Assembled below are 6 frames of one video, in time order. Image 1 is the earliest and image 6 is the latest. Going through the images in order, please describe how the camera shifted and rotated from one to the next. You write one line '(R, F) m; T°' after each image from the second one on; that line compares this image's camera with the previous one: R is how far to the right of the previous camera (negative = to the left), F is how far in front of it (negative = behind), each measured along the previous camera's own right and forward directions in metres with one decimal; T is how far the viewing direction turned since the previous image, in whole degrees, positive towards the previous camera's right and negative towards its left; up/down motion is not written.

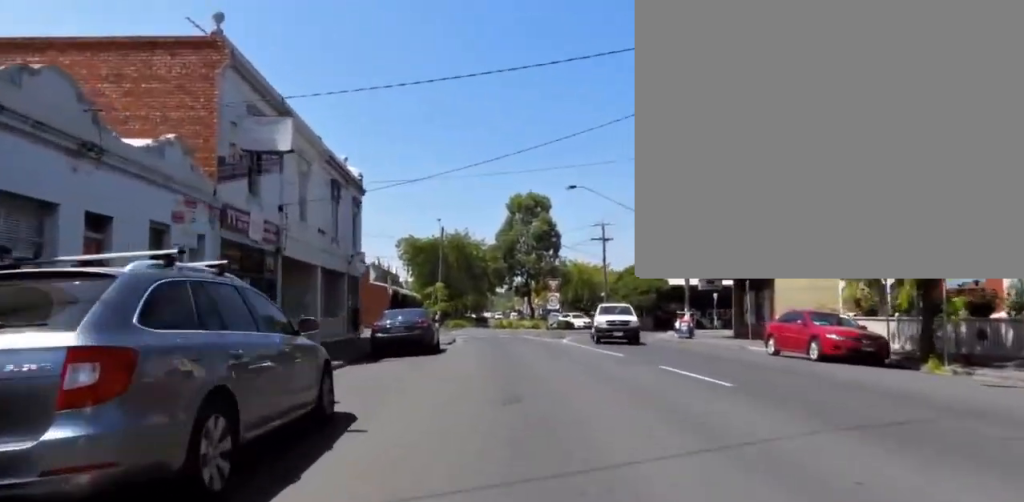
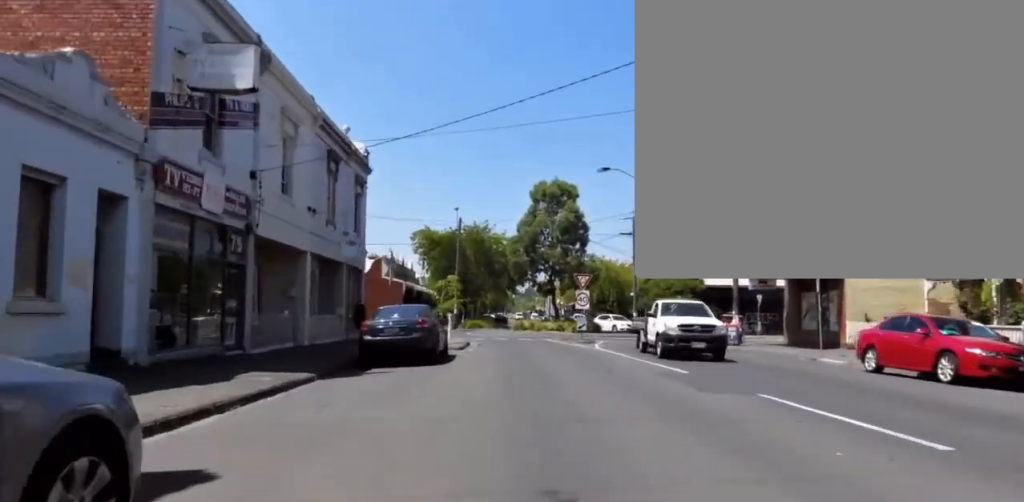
(+0.1, +3.3) m; +5°
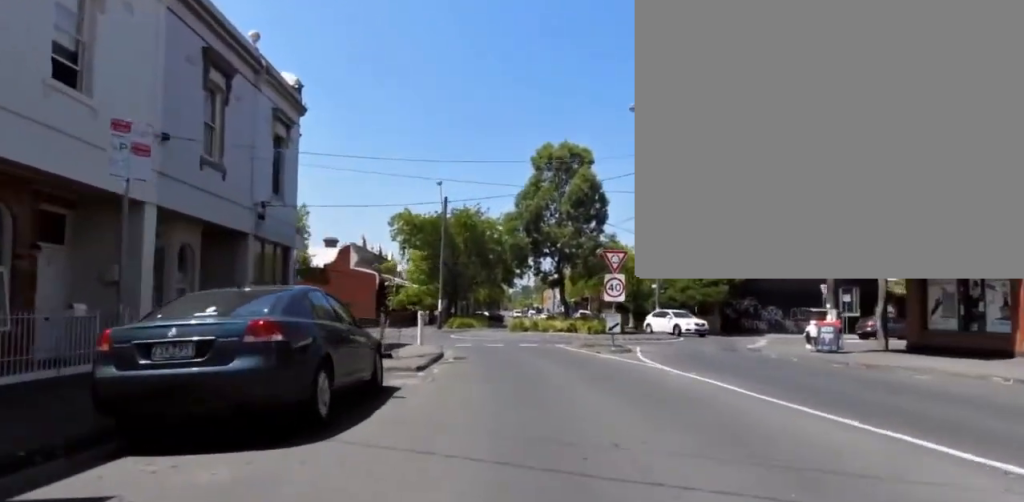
(+0.8, +6.7) m; +7°
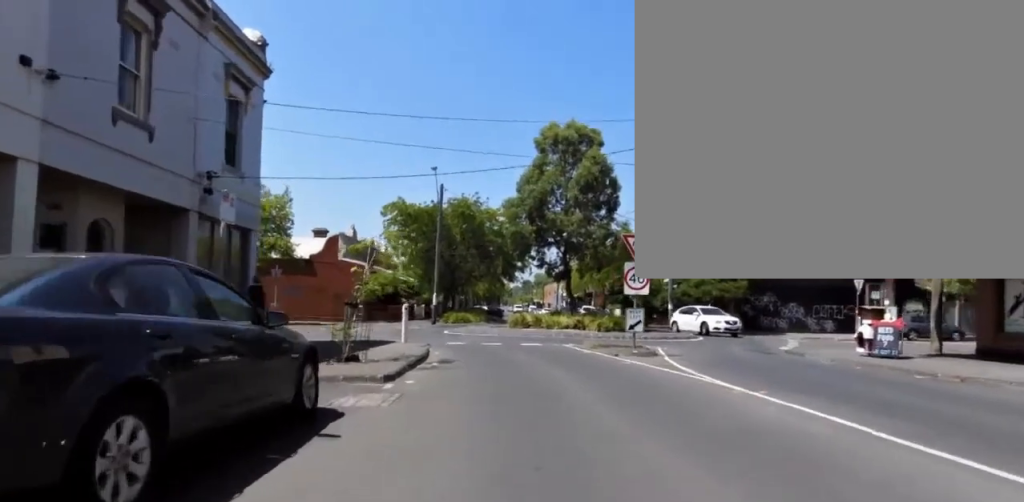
(+0.4, +2.4) m; +1°
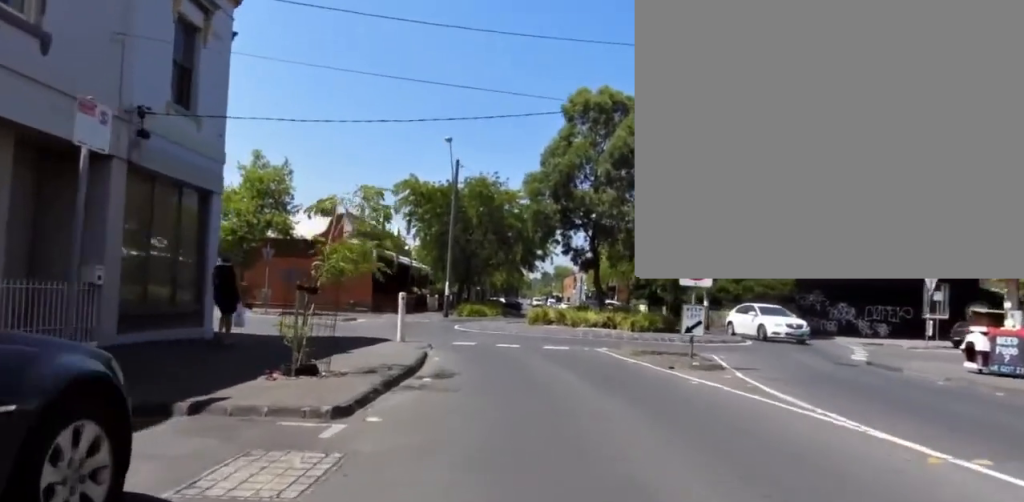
(-0.3, +2.1) m; -5°
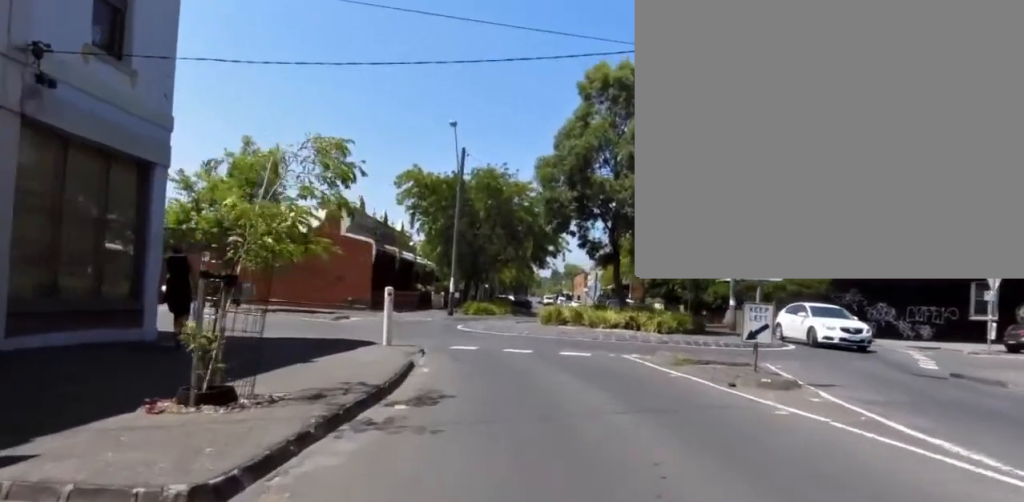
(-0.2, +1.8) m; -5°
